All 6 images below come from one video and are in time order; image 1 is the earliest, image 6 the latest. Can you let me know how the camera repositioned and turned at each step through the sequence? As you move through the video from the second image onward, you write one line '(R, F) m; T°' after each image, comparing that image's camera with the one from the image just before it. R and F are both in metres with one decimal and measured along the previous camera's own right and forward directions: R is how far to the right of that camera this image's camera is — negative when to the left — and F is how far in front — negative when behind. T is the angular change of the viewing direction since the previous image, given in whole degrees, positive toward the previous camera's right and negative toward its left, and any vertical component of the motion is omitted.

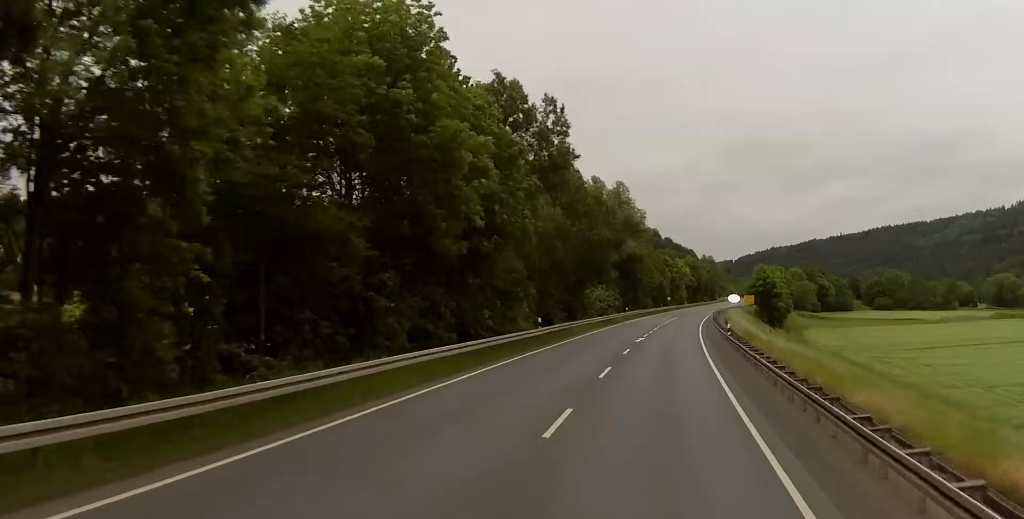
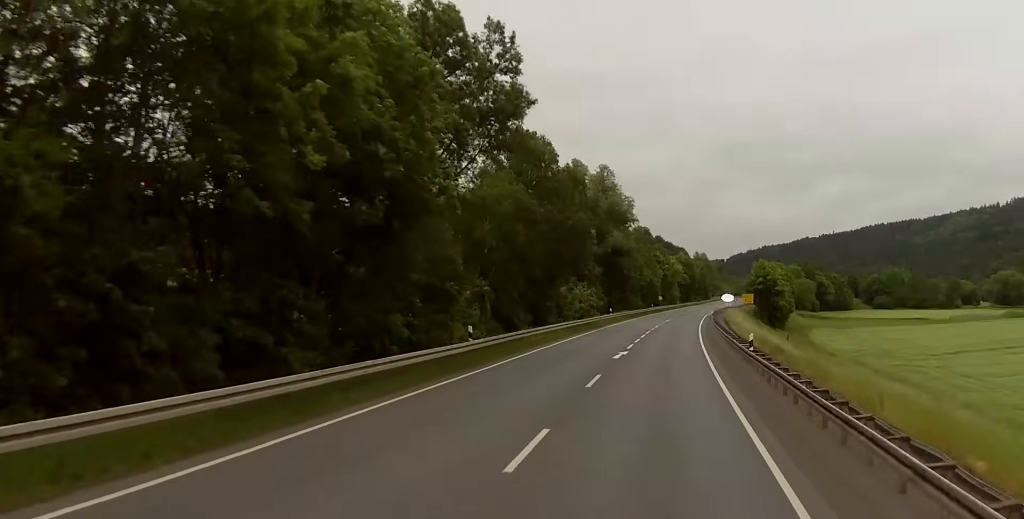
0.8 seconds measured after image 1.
(0.0, +15.1) m; 0°
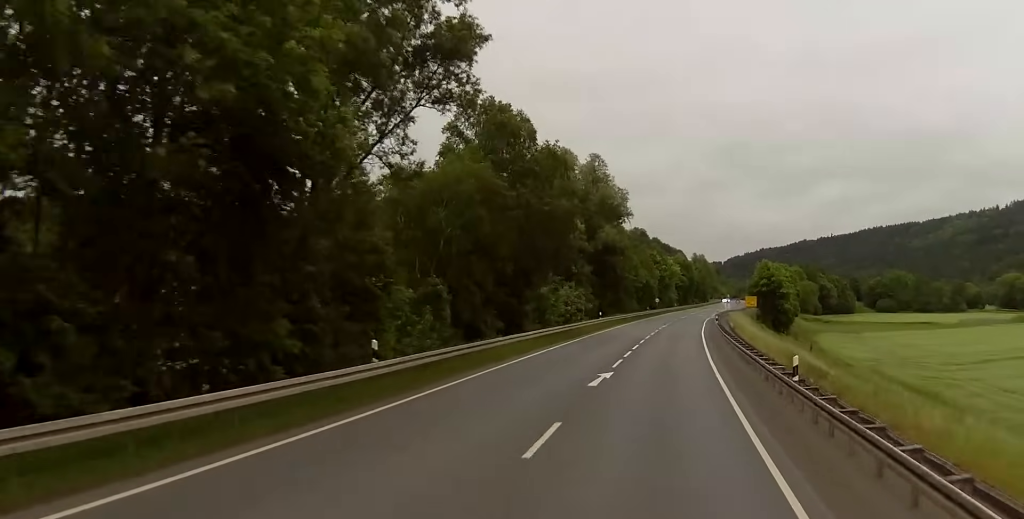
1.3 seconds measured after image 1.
(0.0, +10.5) m; 0°
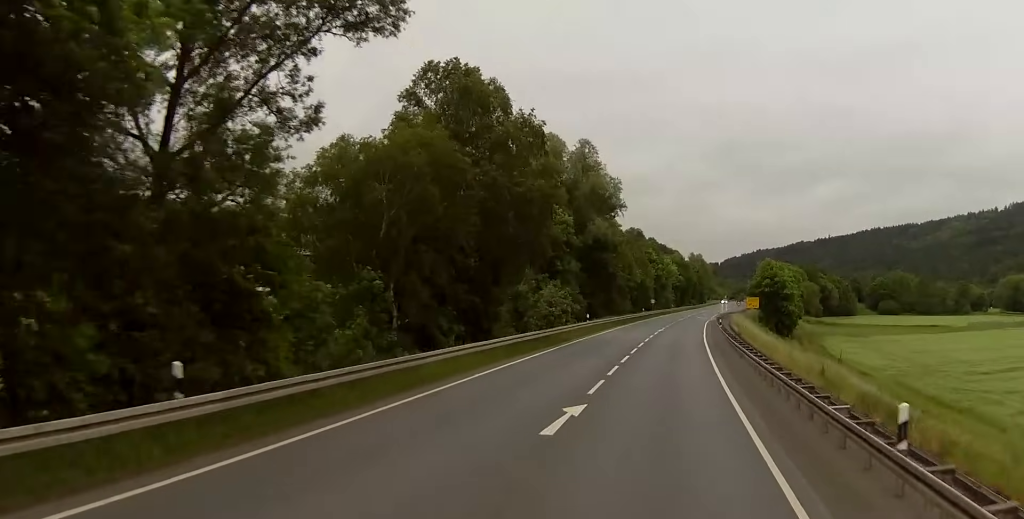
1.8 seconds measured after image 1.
(0.0, +9.2) m; +1°
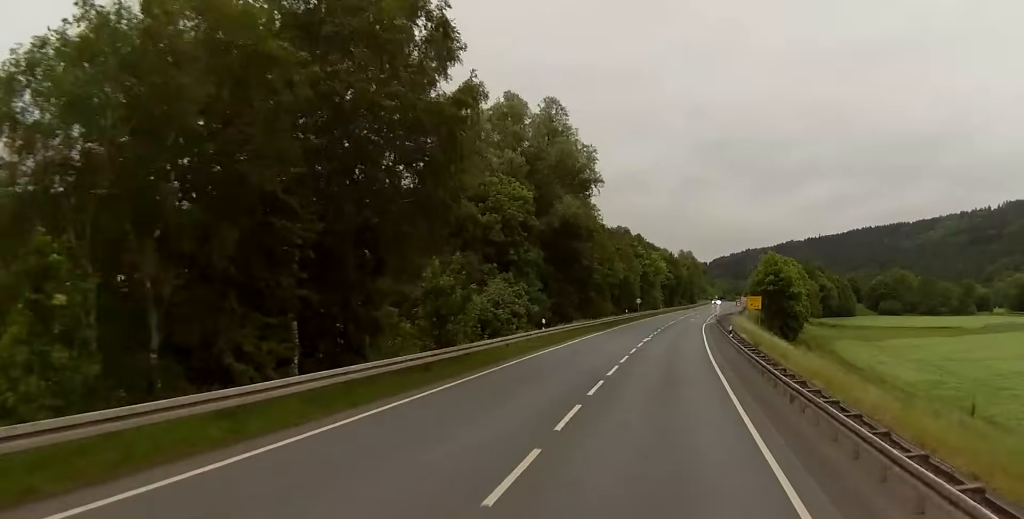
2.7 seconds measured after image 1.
(+0.2, +19.1) m; +1°
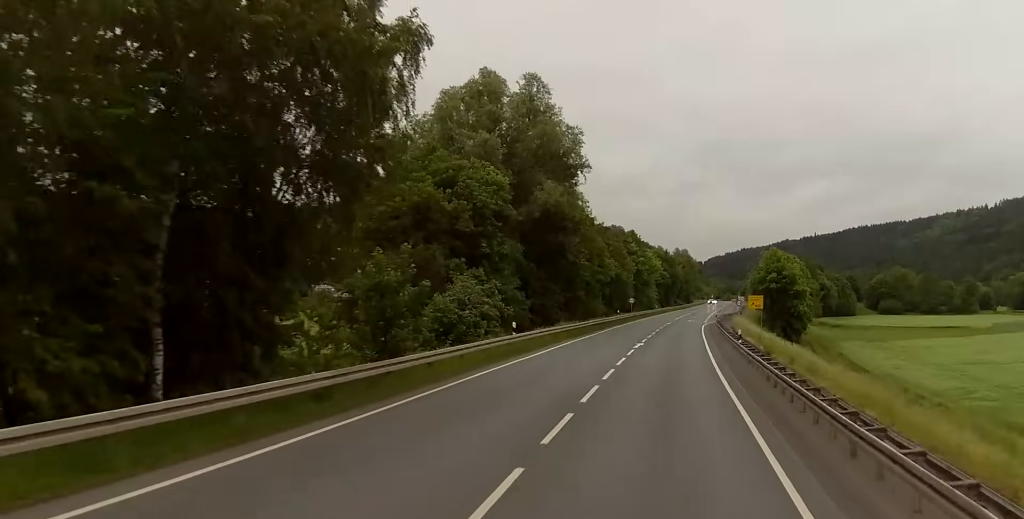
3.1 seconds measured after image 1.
(+0.2, +7.9) m; 0°
